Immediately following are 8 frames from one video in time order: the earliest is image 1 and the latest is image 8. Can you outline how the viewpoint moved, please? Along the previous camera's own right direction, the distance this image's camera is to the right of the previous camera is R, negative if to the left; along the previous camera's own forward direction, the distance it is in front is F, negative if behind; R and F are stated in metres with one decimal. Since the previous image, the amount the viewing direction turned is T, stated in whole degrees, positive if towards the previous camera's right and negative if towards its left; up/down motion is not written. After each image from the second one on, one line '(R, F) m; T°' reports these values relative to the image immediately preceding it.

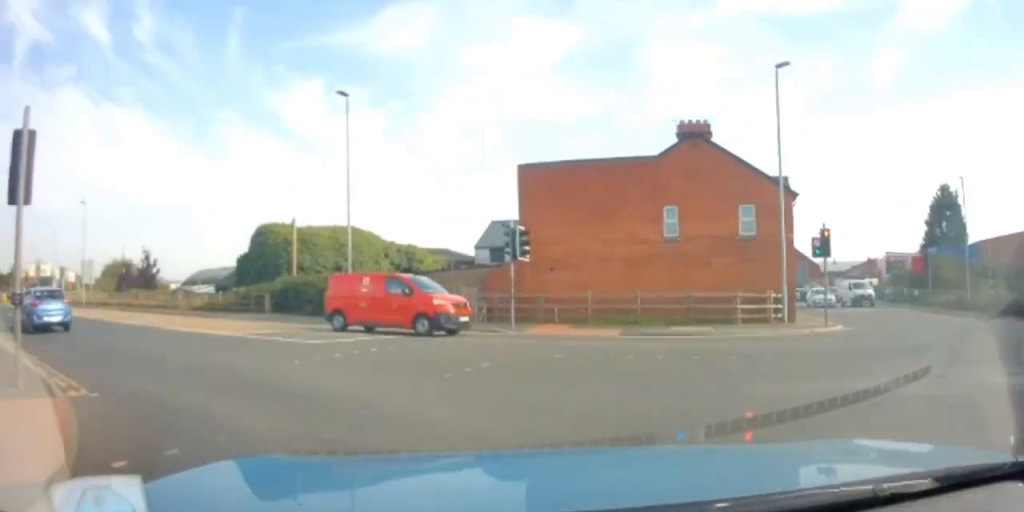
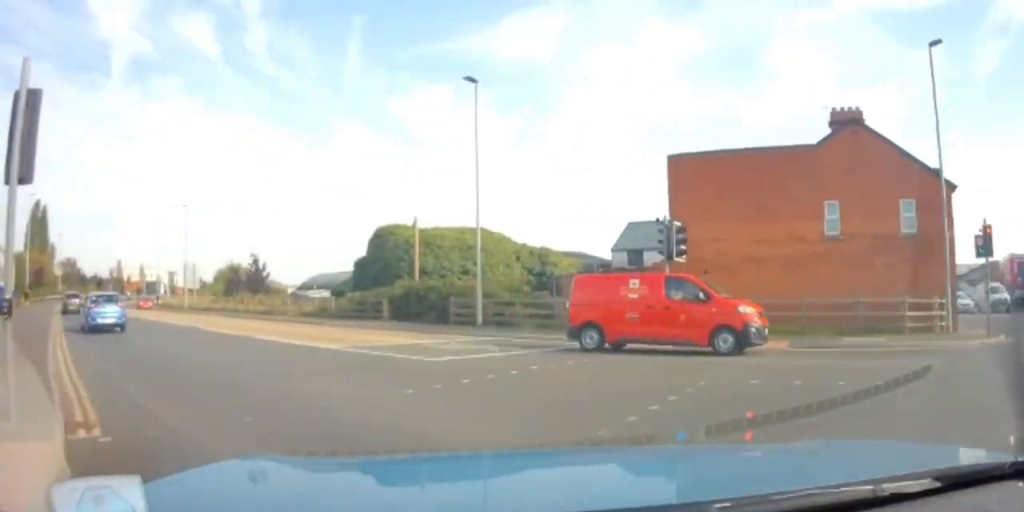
(0.0, +2.6) m; -13°
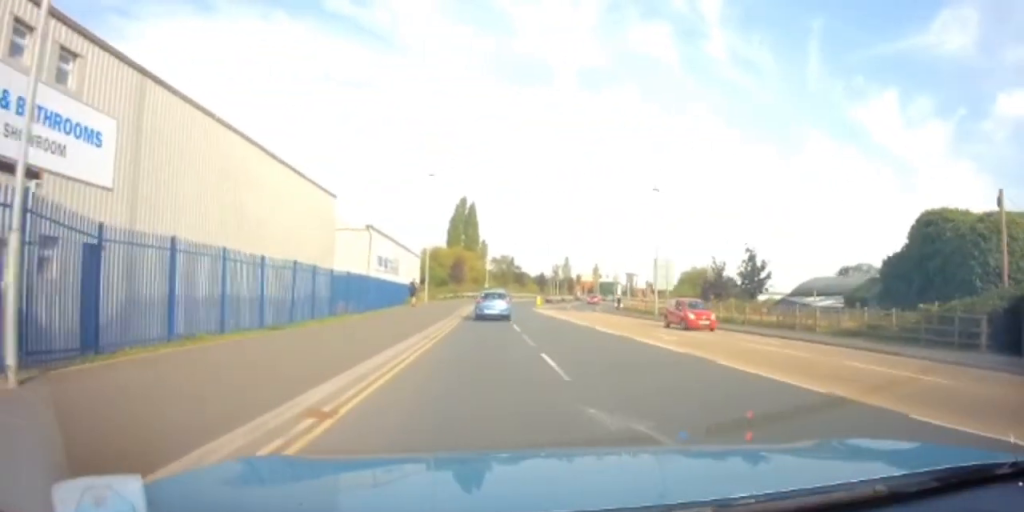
(-4.9, +9.9) m; -43°
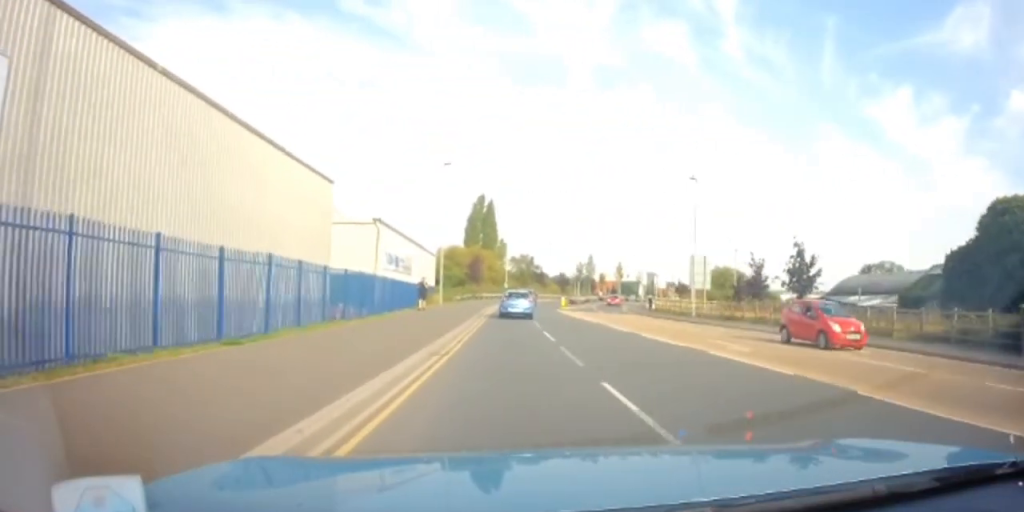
(-0.4, +4.2) m; -3°
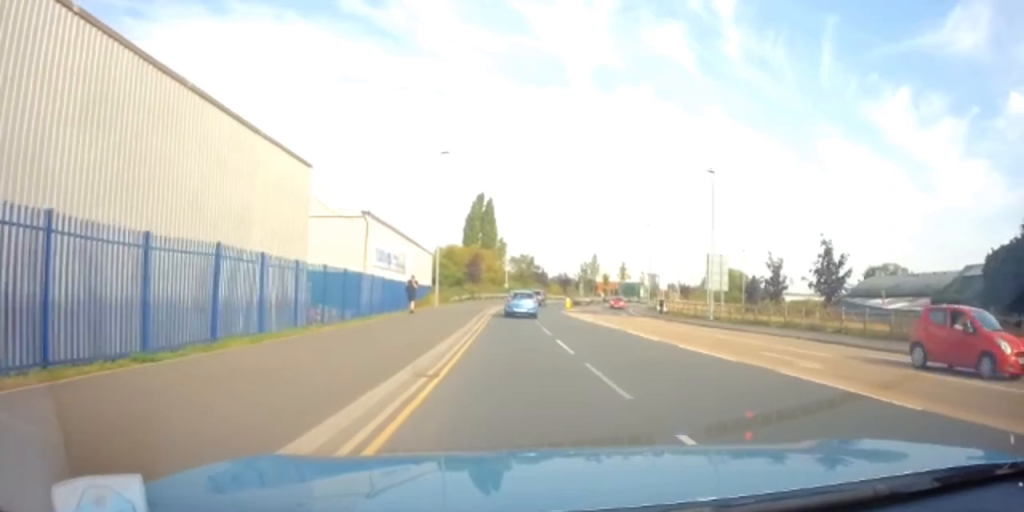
(-0.1, +3.2) m; -2°
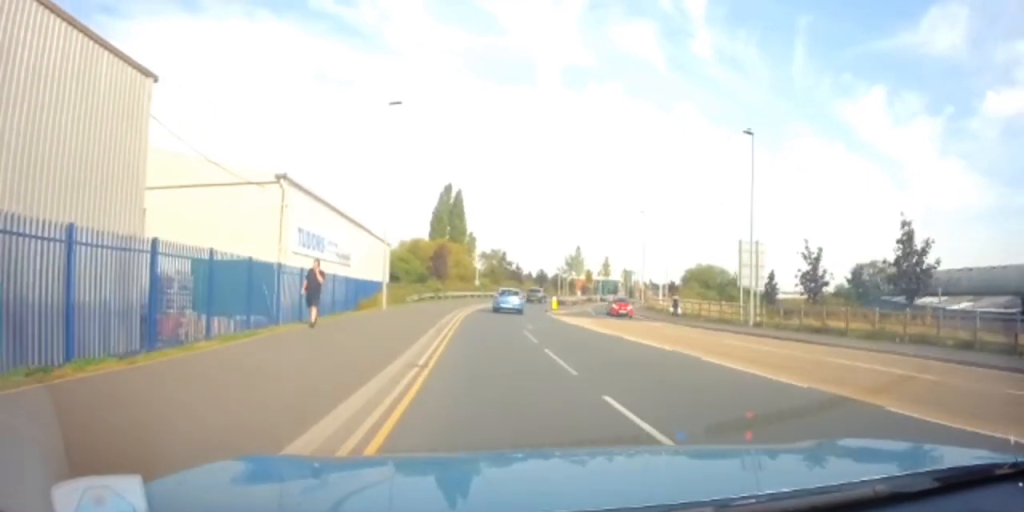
(0.0, +9.7) m; 0°
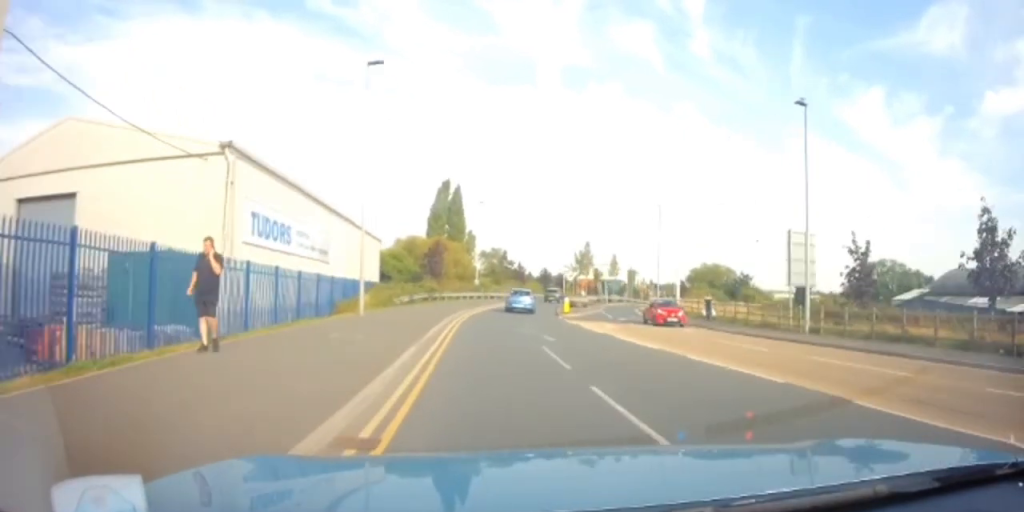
(0.0, +5.1) m; 0°
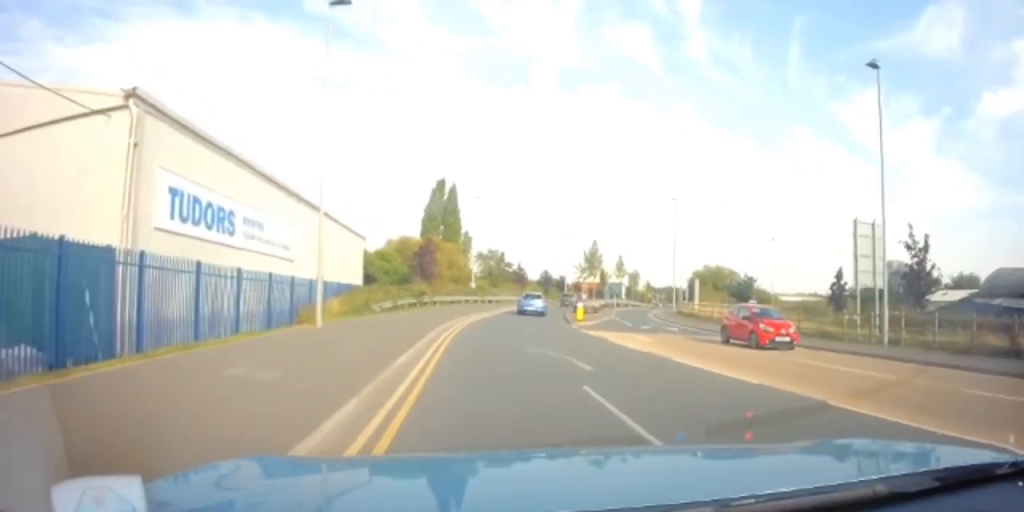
(0.0, +5.4) m; 0°
